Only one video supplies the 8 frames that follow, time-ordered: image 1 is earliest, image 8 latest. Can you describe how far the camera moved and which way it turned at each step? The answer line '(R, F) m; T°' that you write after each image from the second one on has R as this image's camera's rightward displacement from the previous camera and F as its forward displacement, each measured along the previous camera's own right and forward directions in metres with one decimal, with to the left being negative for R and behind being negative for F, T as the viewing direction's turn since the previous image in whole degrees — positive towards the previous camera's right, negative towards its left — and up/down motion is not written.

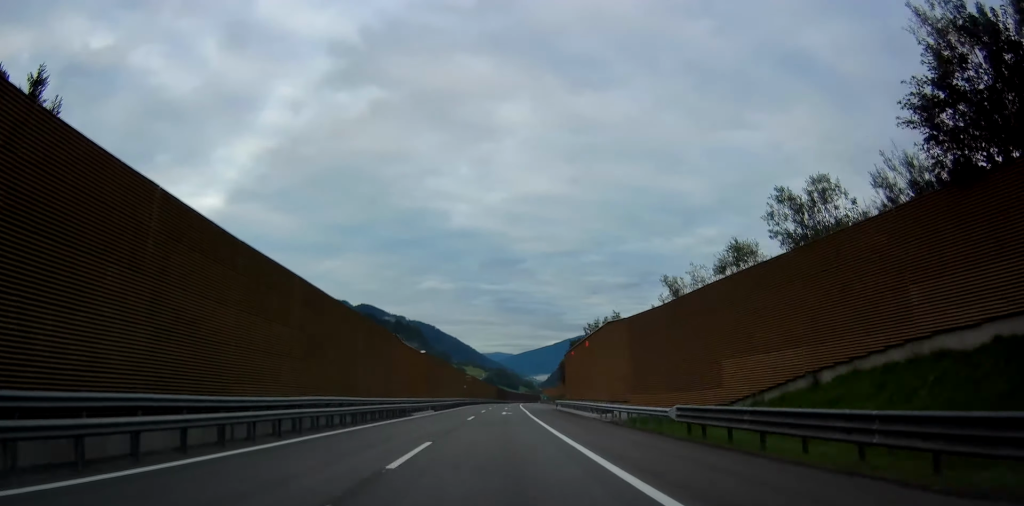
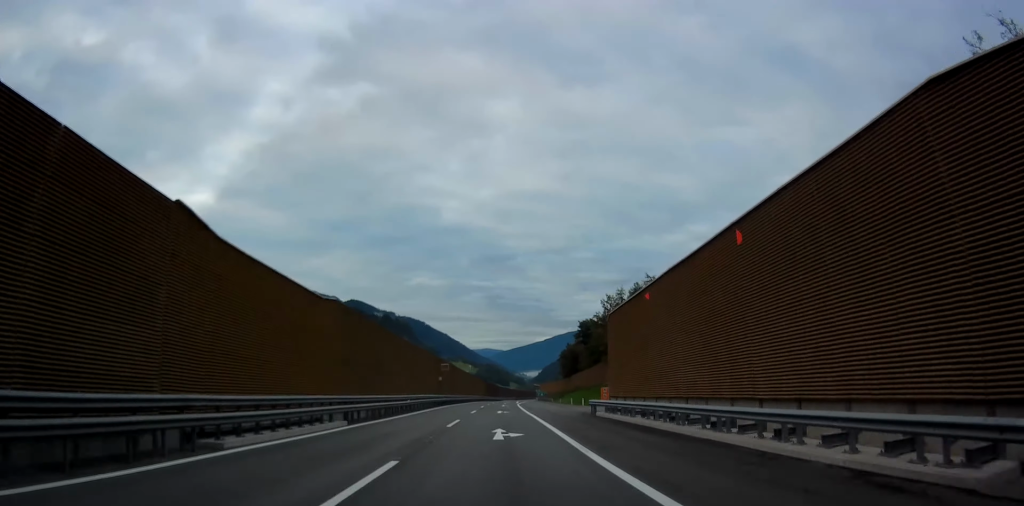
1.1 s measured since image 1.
(+0.4, +29.4) m; +1°
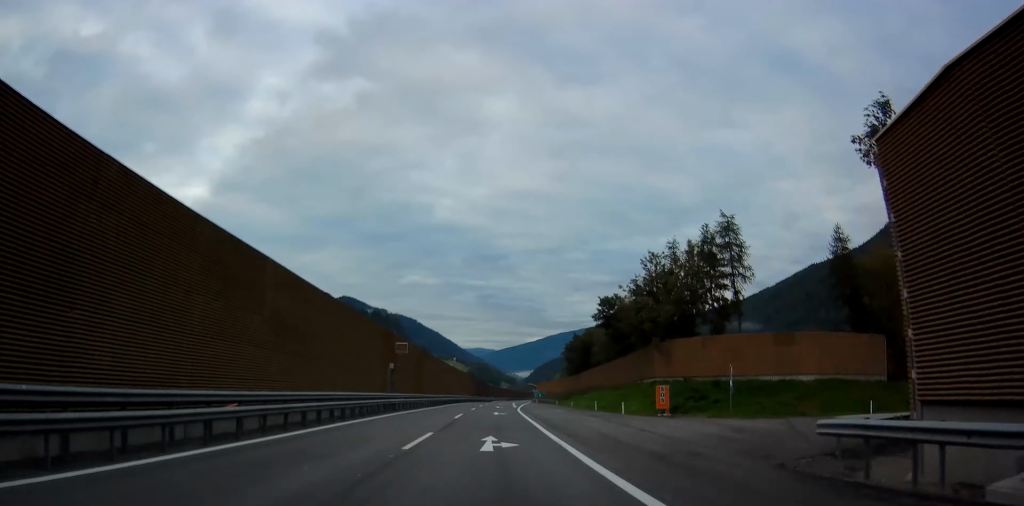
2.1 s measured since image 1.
(0.0, +27.2) m; +1°
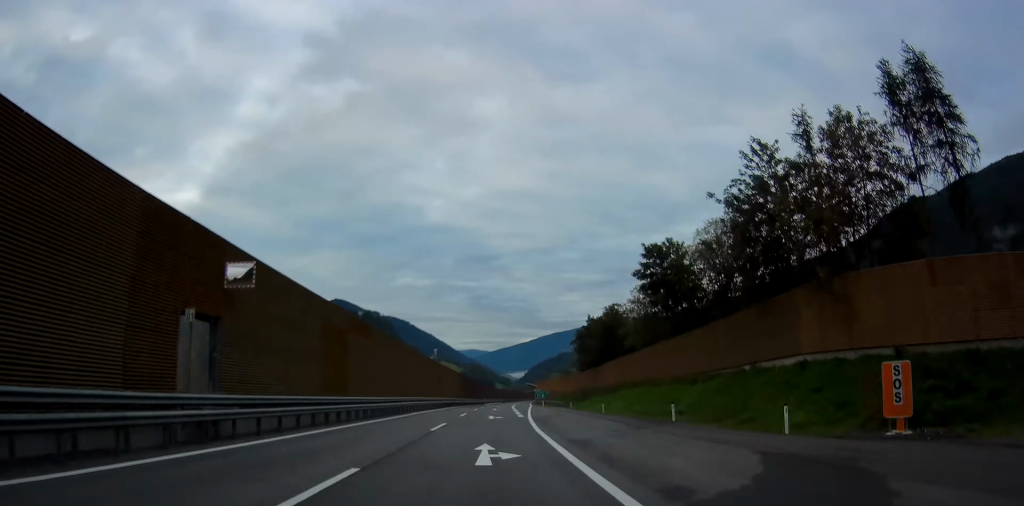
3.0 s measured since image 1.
(+0.4, +27.3) m; +1°
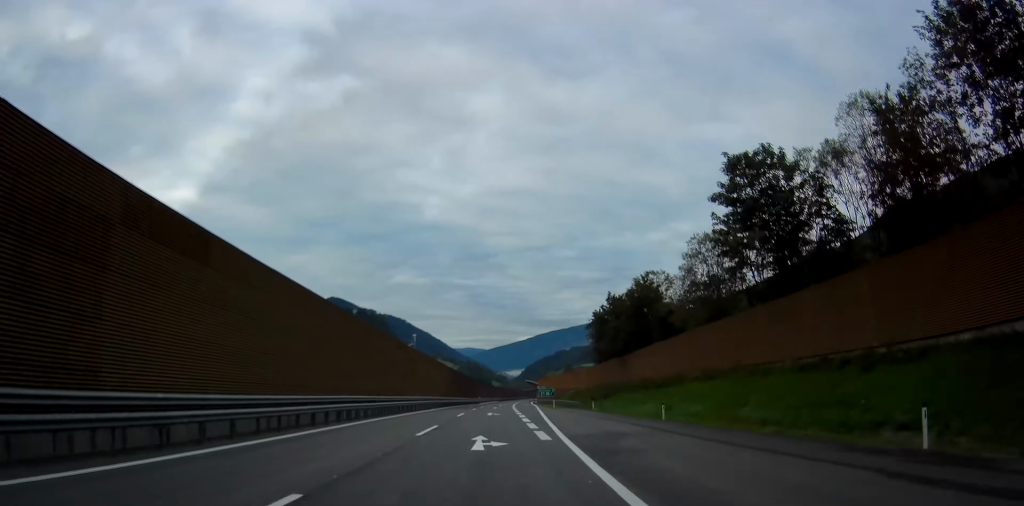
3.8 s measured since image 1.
(+0.2, +21.1) m; 0°
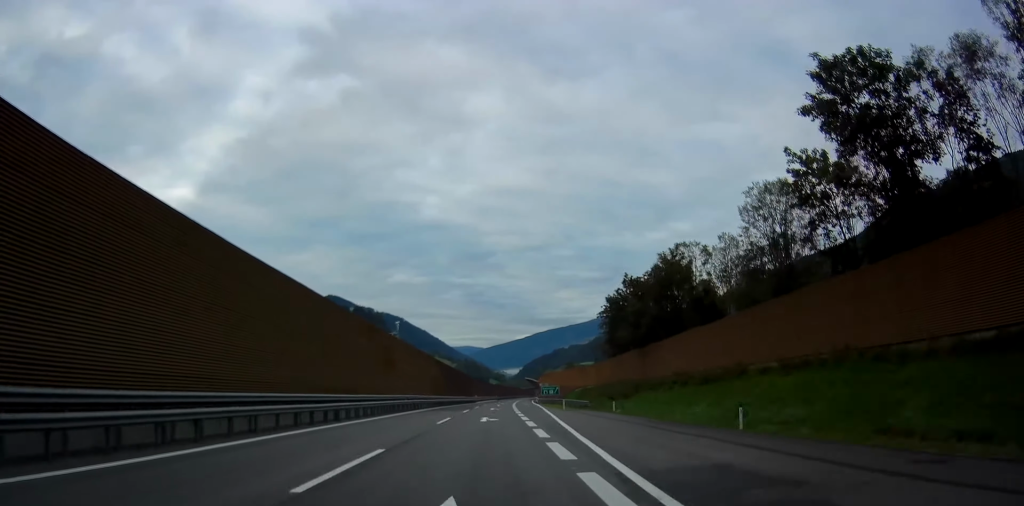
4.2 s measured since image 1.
(0.0, +11.7) m; 0°
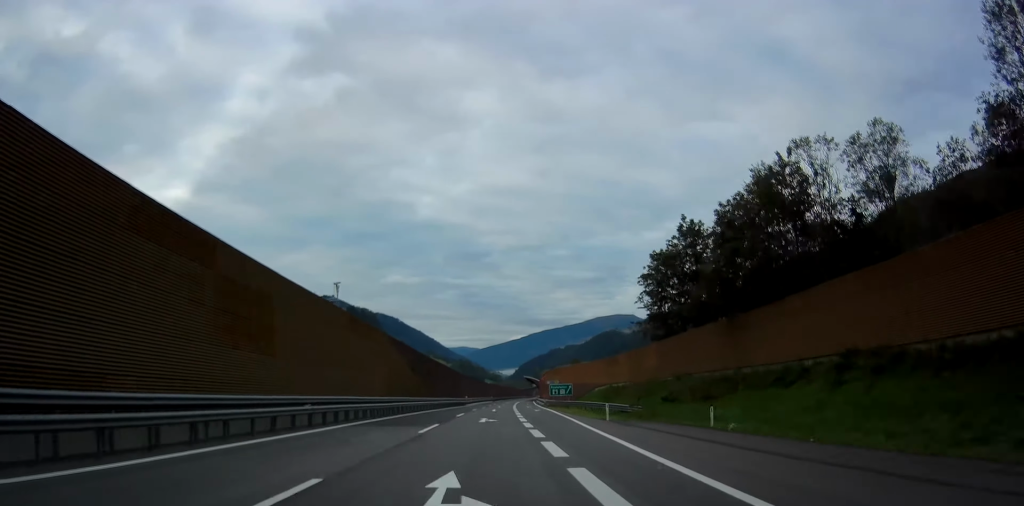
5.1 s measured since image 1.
(0.0, +23.4) m; 0°
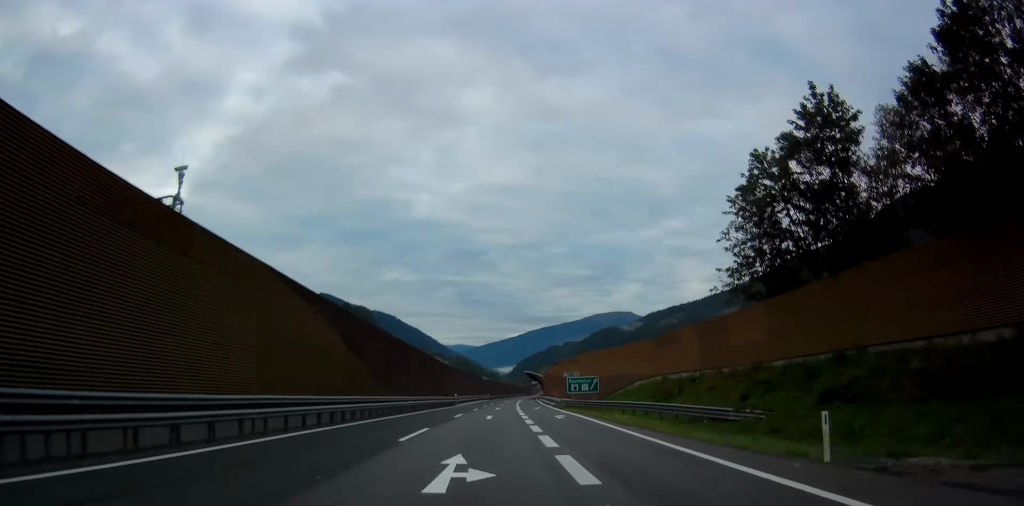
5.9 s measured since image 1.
(0.0, +21.7) m; +1°
